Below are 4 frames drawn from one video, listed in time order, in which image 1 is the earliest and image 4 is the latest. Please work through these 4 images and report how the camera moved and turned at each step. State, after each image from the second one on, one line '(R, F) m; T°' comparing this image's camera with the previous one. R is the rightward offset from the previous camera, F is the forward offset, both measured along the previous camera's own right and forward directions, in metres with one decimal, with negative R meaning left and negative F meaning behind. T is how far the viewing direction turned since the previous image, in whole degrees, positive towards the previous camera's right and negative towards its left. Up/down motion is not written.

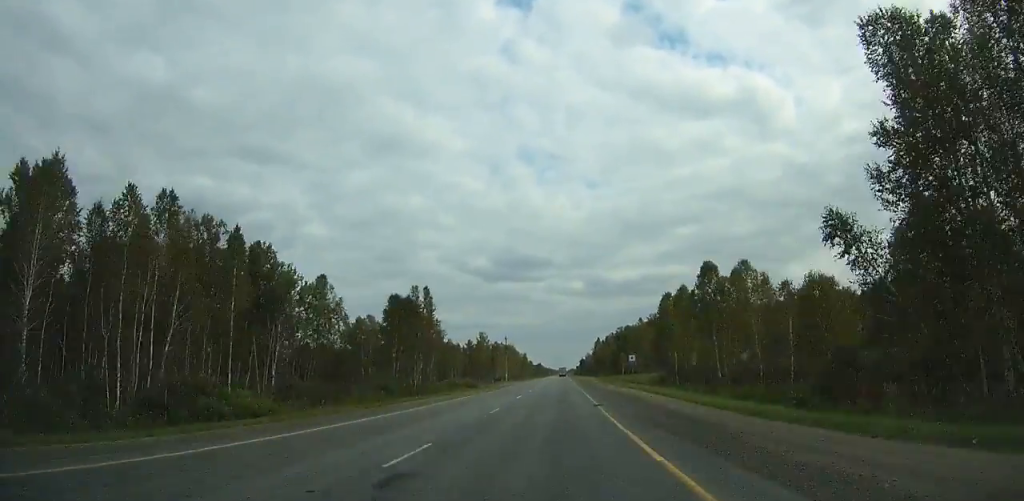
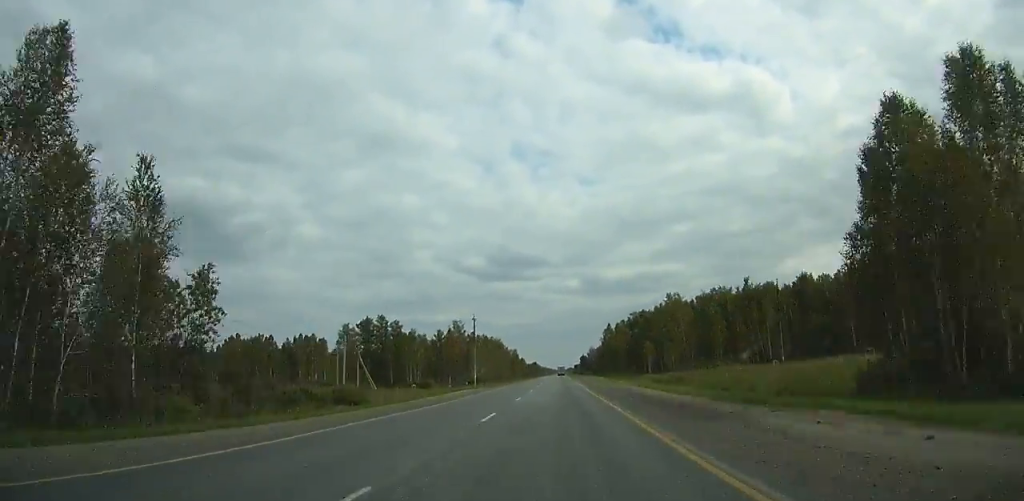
(-0.4, +52.3) m; 0°
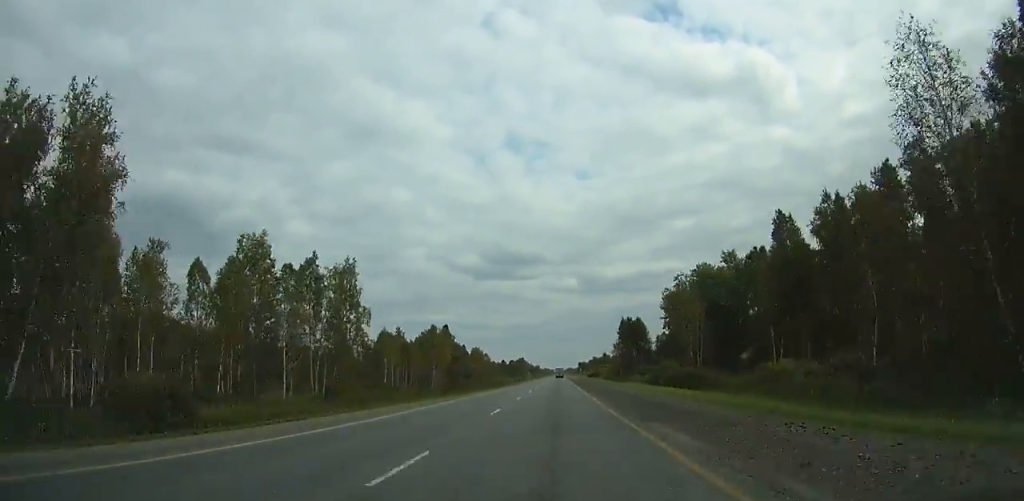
(+1.3, +212.7) m; 0°
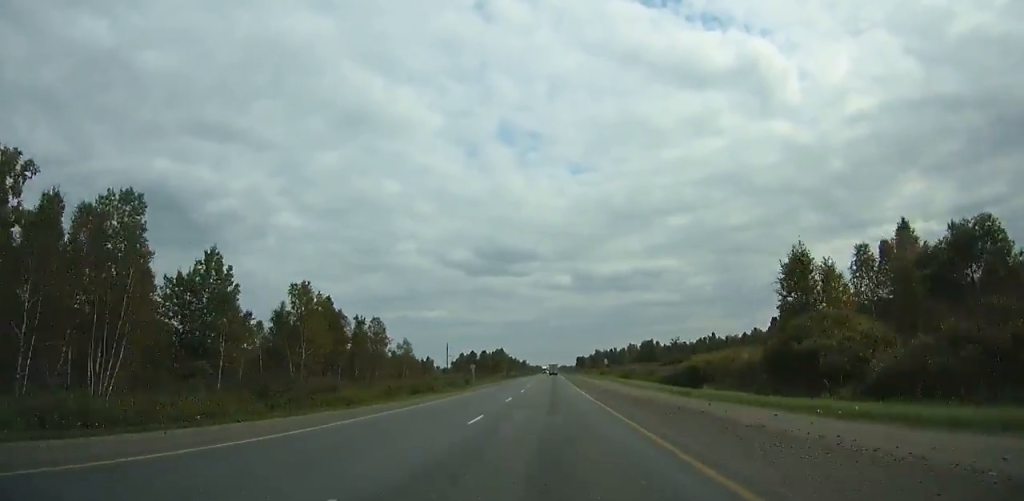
(+0.3, +122.2) m; 0°
